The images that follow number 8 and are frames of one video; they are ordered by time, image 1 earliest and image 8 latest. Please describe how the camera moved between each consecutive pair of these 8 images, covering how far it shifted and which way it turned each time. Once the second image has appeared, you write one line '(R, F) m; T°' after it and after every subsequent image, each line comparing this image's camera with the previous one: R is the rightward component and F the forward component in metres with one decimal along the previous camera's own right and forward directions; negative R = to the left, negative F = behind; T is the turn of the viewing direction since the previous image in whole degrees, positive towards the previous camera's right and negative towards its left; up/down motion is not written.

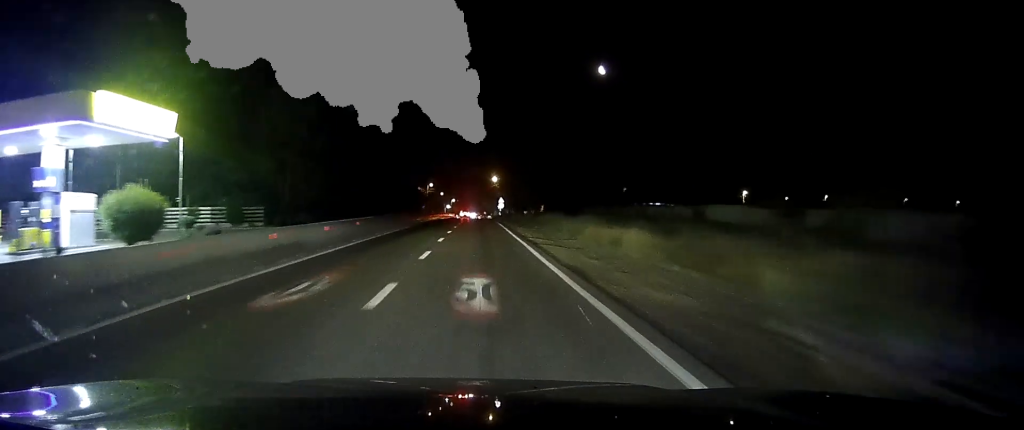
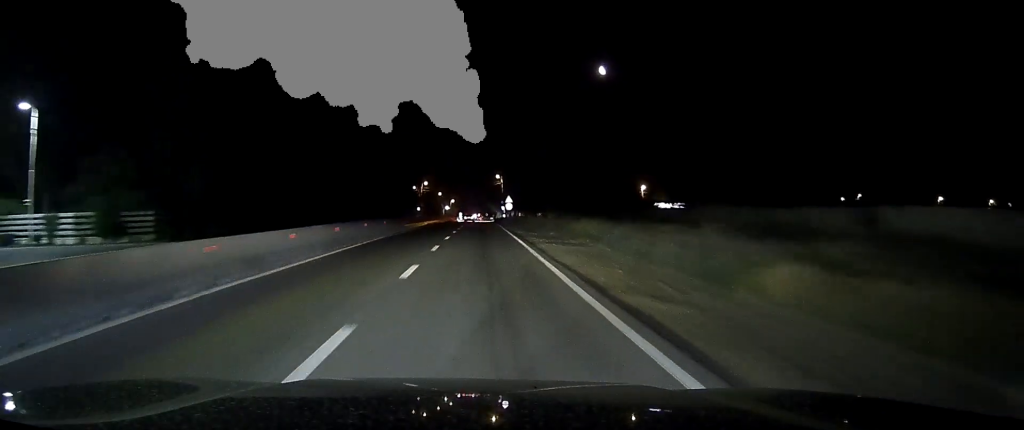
(+0.1, +22.0) m; 0°
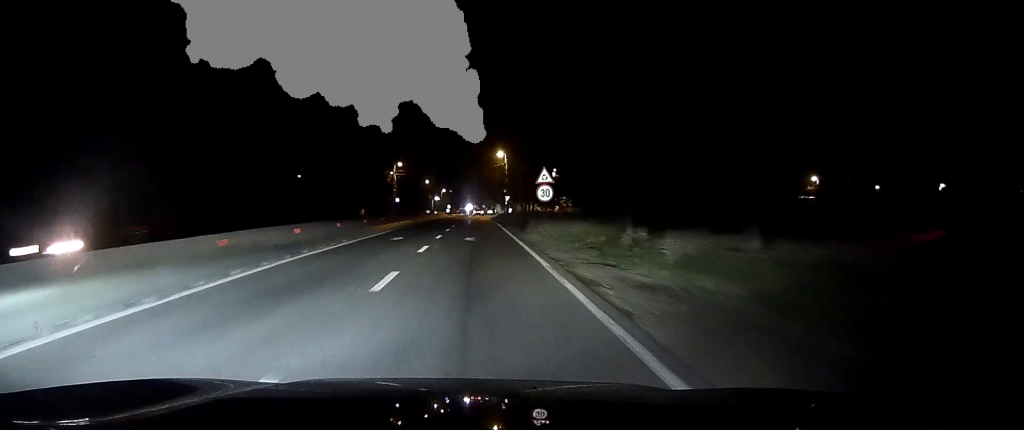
(-0.1, +46.4) m; 0°
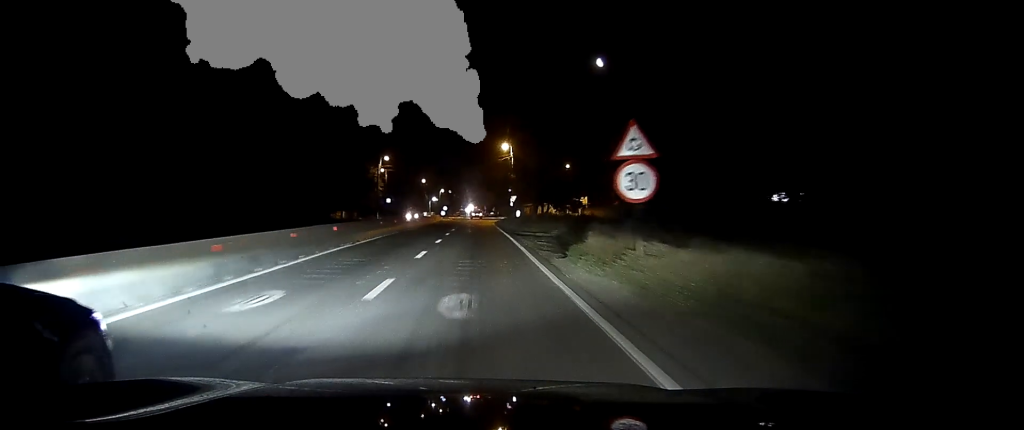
(-0.1, +18.2) m; 0°
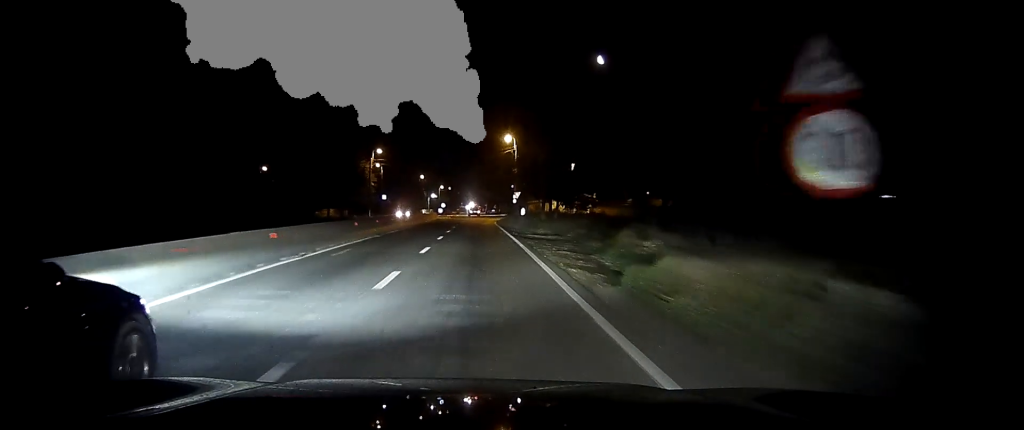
(0.0, +7.6) m; 0°
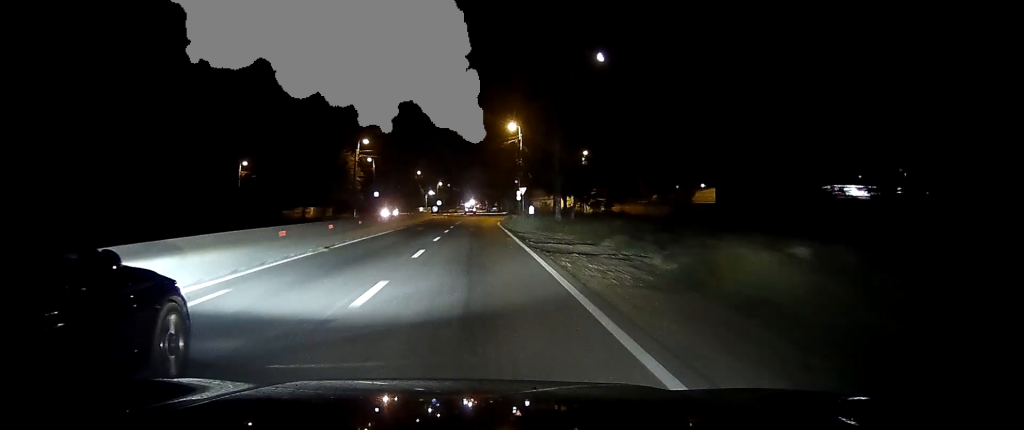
(0.0, +10.9) m; 0°
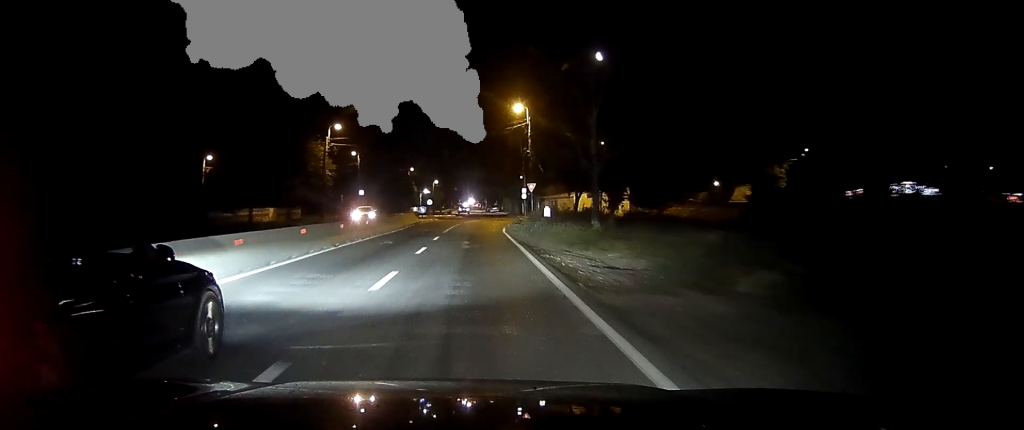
(+0.1, +15.0) m; 0°
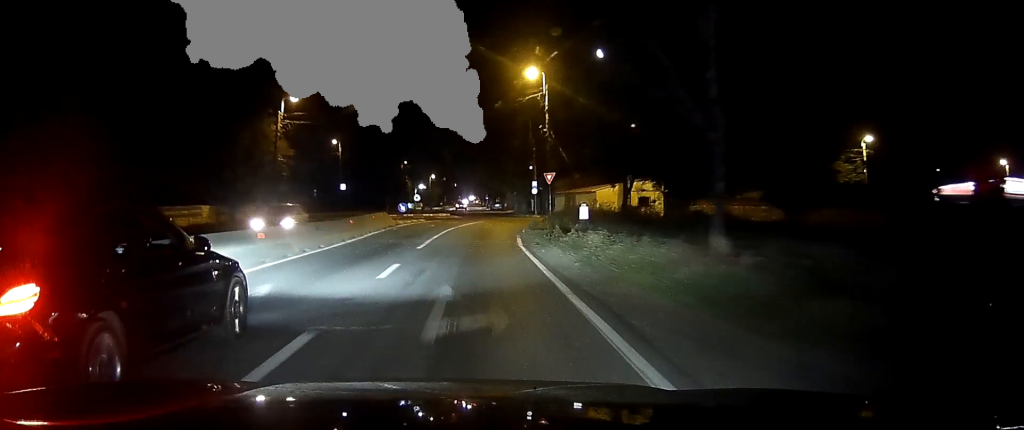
(-0.1, +15.6) m; 0°
